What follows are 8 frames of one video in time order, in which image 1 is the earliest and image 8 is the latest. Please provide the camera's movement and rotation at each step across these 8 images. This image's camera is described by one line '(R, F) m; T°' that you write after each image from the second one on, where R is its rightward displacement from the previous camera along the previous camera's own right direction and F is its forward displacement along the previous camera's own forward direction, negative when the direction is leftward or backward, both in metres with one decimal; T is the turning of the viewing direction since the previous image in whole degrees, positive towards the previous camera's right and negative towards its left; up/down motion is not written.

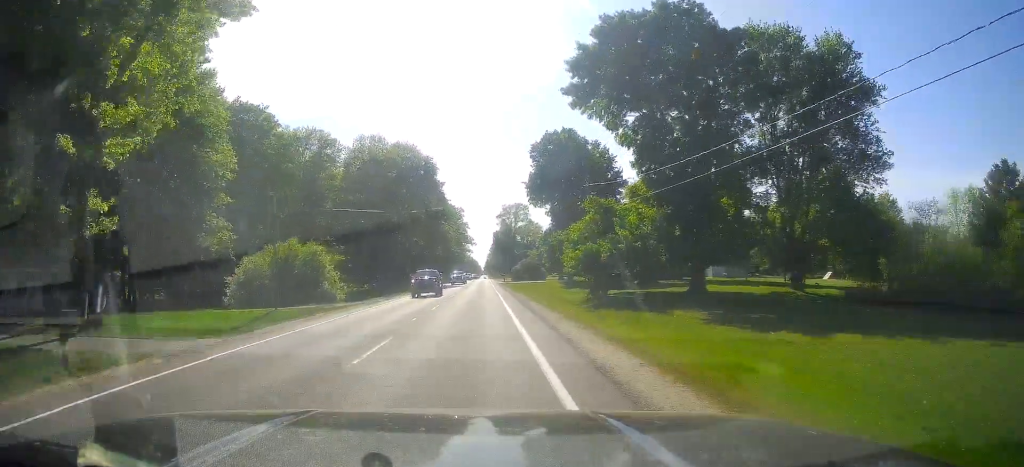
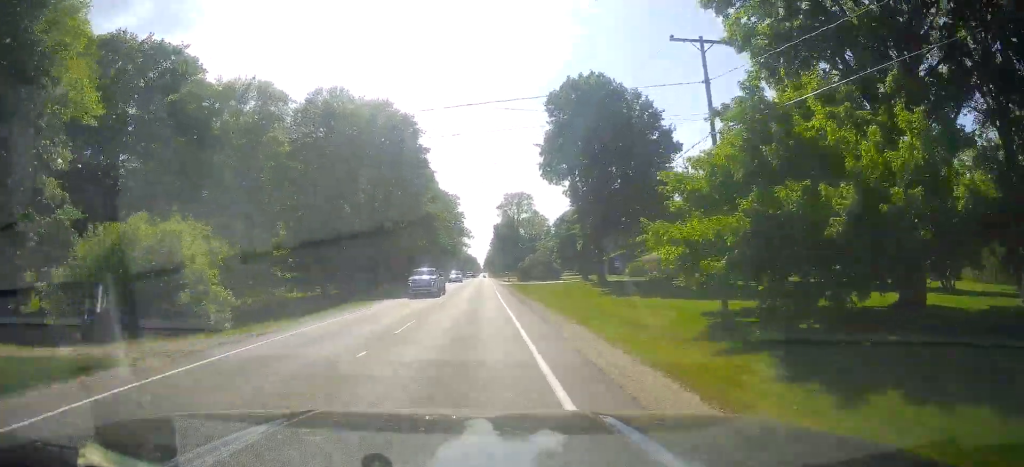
(+0.3, +25.1) m; +1°
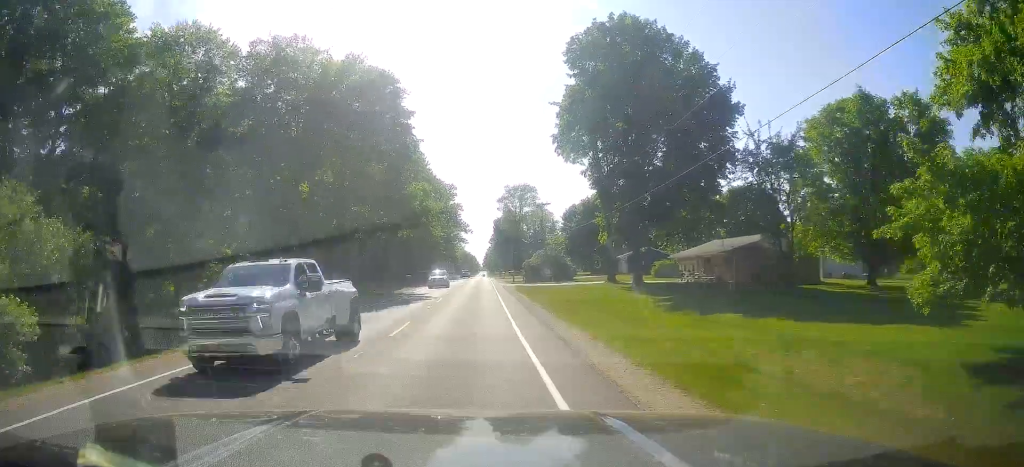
(+0.2, +16.0) m; 0°
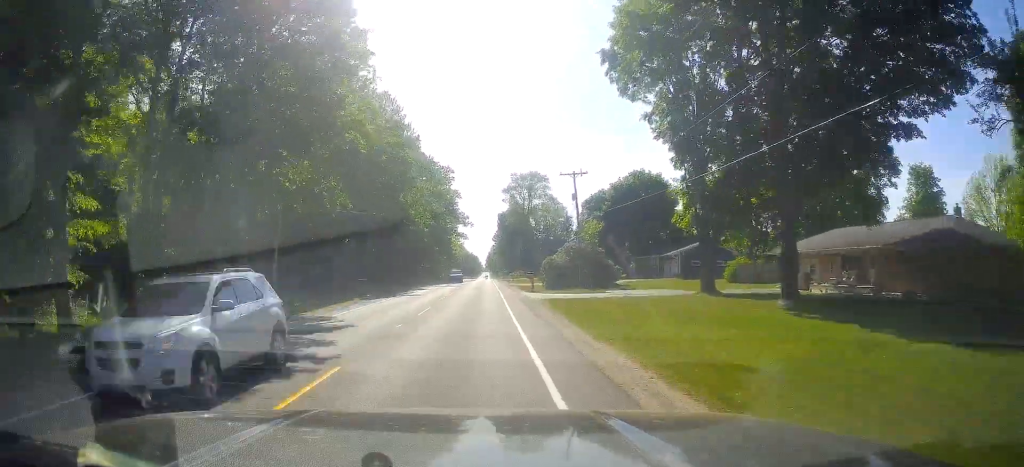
(-0.4, +25.3) m; -1°
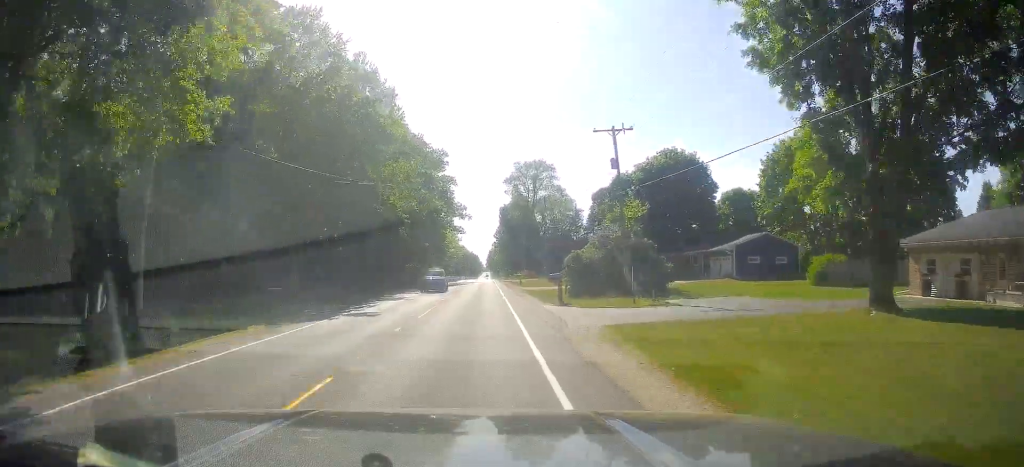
(0.0, +16.2) m; 0°
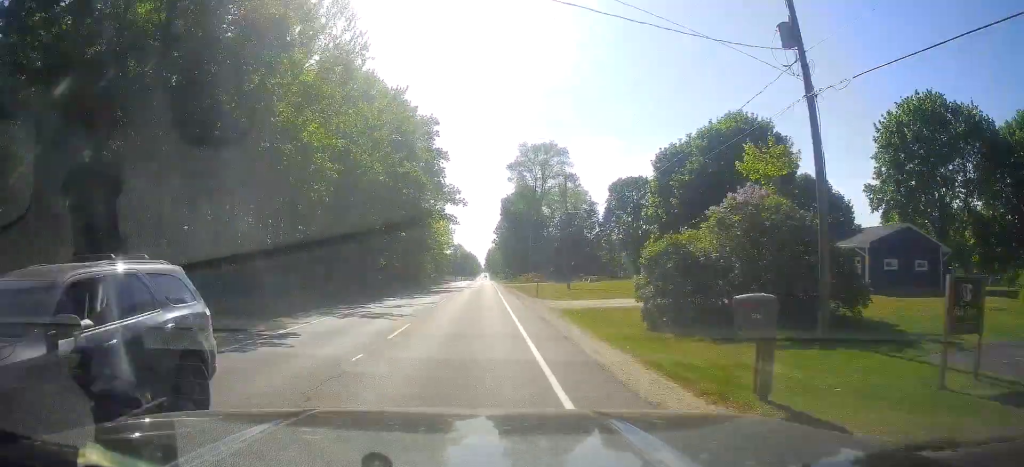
(0.0, +21.6) m; 0°
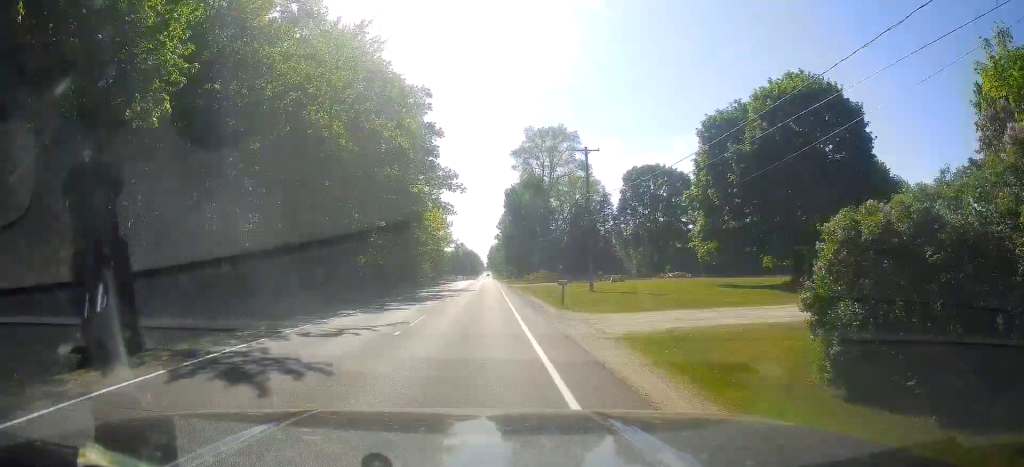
(0.0, +12.2) m; 0°
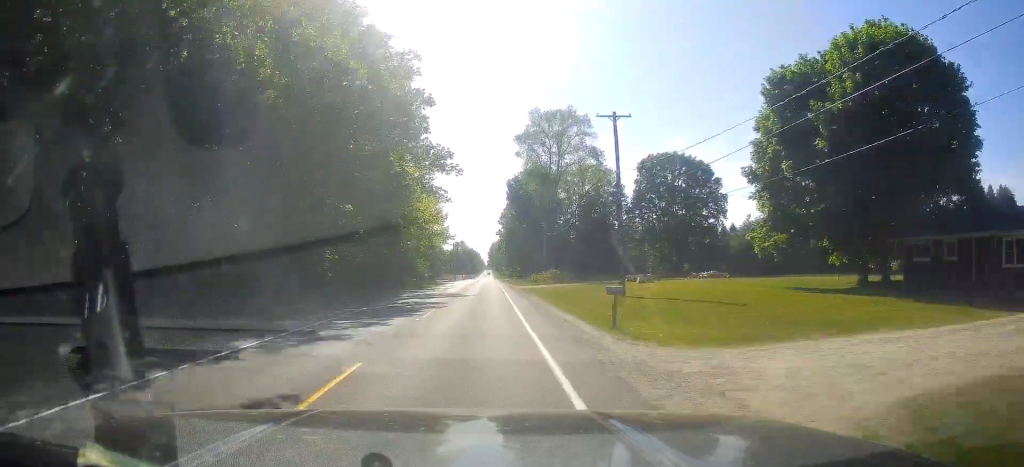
(0.0, +11.5) m; 0°
